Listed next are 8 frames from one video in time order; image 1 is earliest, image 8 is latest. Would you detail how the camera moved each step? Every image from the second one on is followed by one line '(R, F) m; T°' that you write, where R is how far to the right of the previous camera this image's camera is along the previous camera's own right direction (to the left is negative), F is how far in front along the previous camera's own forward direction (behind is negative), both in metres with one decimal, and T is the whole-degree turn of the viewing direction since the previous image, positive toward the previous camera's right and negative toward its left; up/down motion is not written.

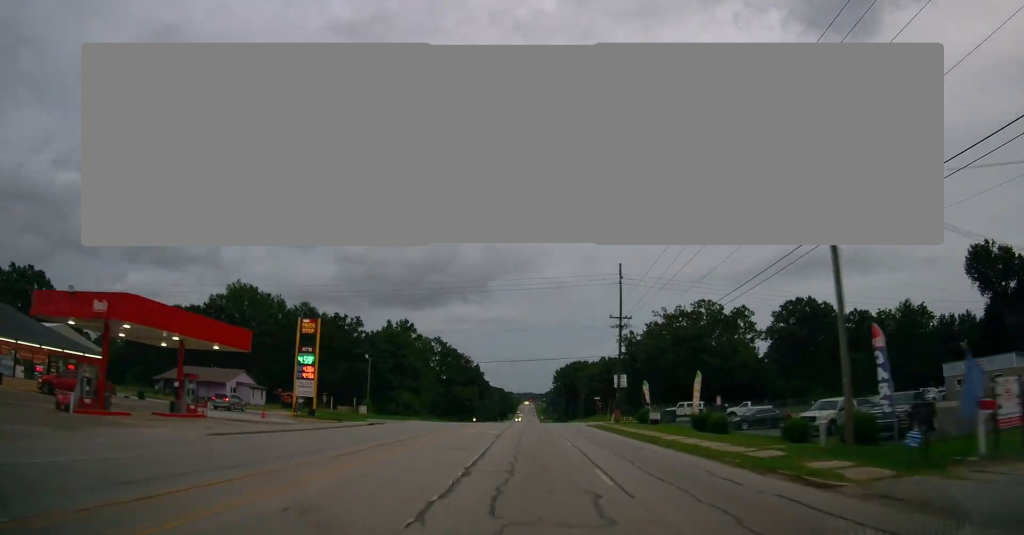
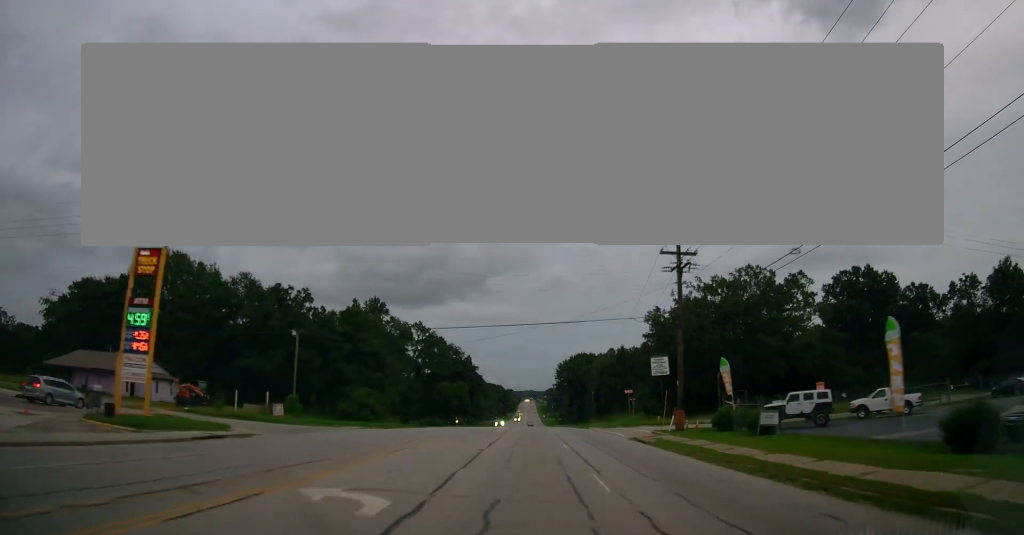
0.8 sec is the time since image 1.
(+0.3, +25.9) m; 0°
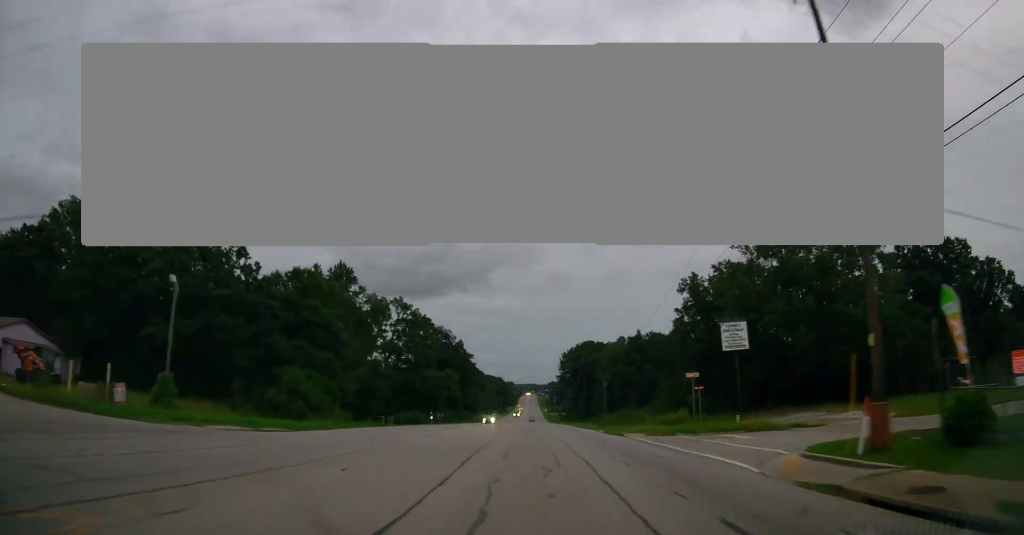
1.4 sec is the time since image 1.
(-0.3, +21.4) m; 0°
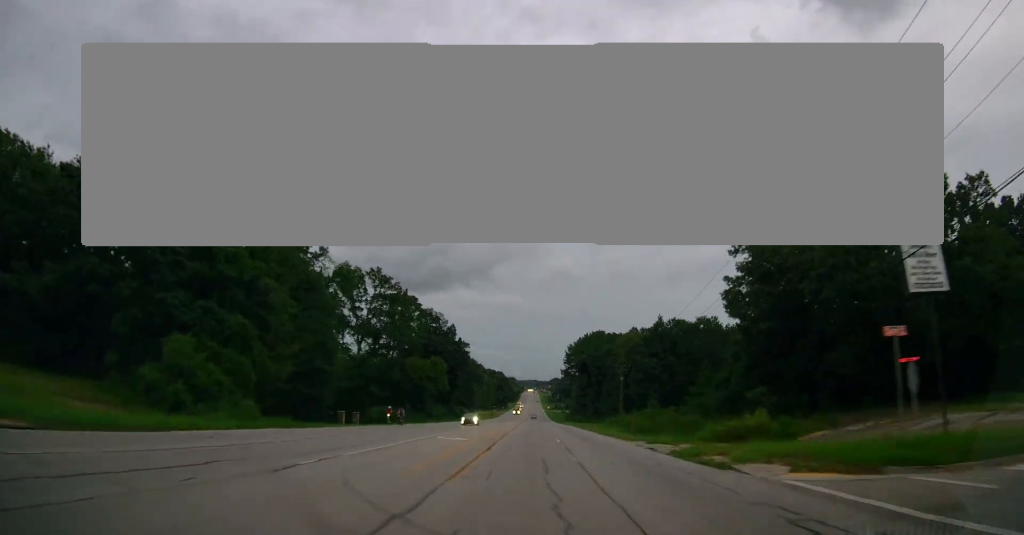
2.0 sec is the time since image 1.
(0.0, +20.2) m; 0°
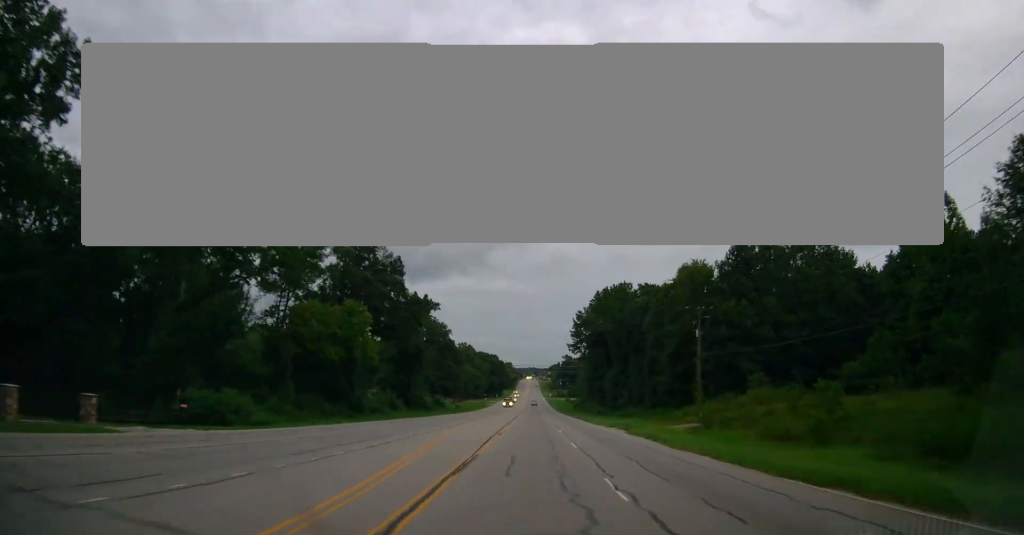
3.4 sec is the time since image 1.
(-0.2, +46.9) m; 0°
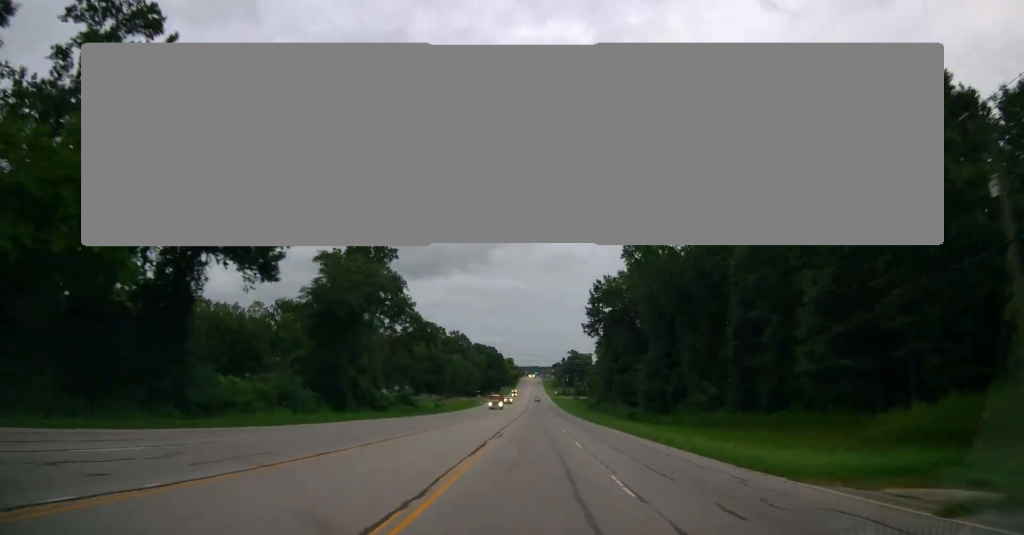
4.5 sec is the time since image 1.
(+0.3, +36.8) m; +1°
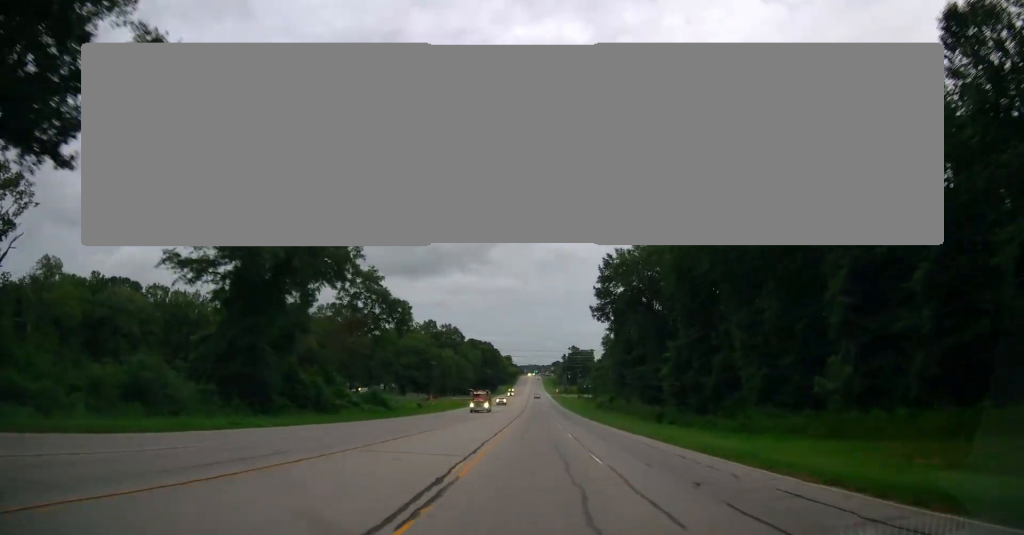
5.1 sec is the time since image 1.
(0.0, +18.9) m; 0°
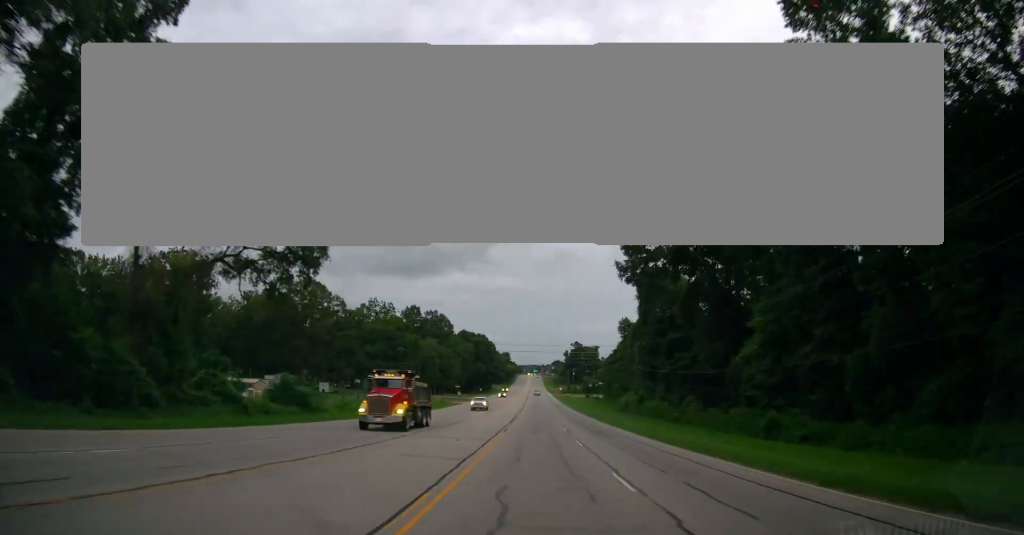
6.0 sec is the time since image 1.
(-0.1, +30.1) m; 0°
